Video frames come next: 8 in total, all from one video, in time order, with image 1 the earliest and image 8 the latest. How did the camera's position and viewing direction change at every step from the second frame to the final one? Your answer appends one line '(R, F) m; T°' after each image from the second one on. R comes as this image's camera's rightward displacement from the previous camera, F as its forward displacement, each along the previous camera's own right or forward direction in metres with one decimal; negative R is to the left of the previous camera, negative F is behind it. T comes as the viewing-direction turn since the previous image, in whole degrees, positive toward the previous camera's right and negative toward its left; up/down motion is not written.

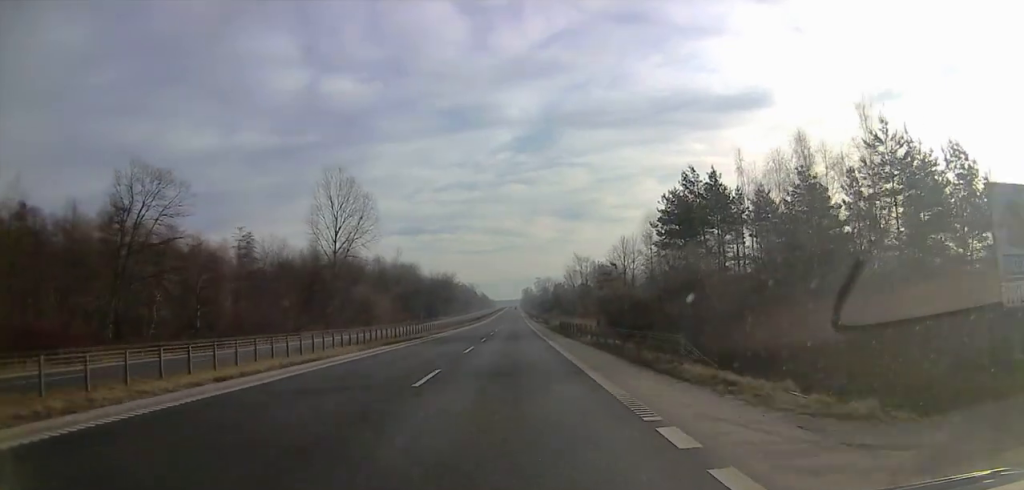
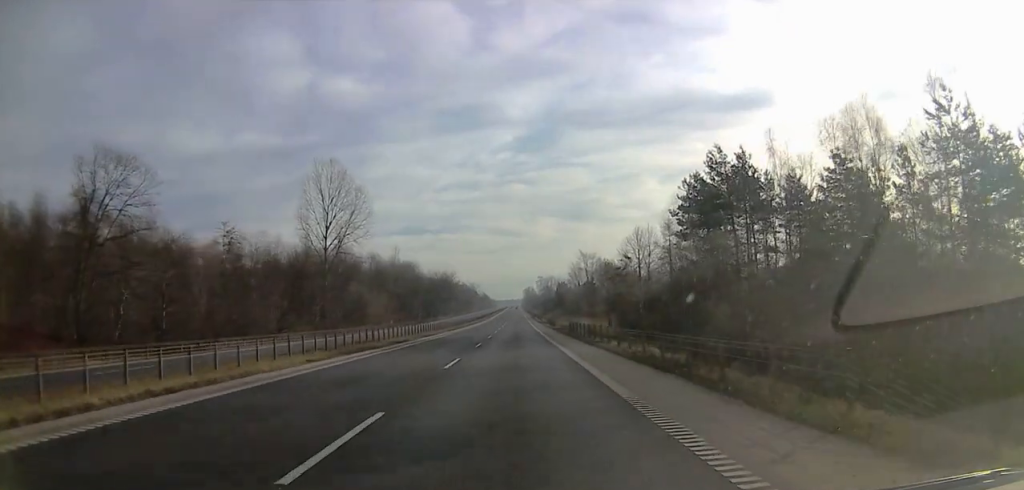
(0.0, +6.6) m; 0°
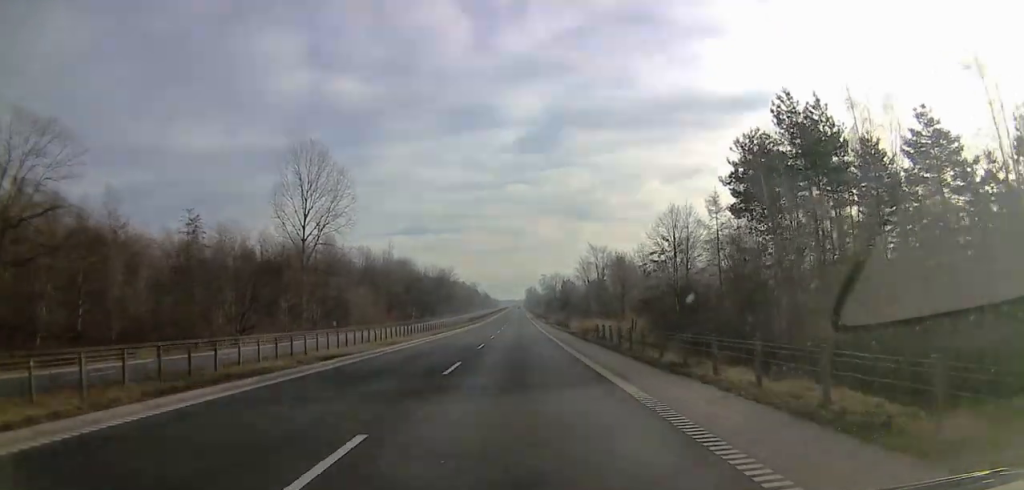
(0.0, +13.3) m; 0°
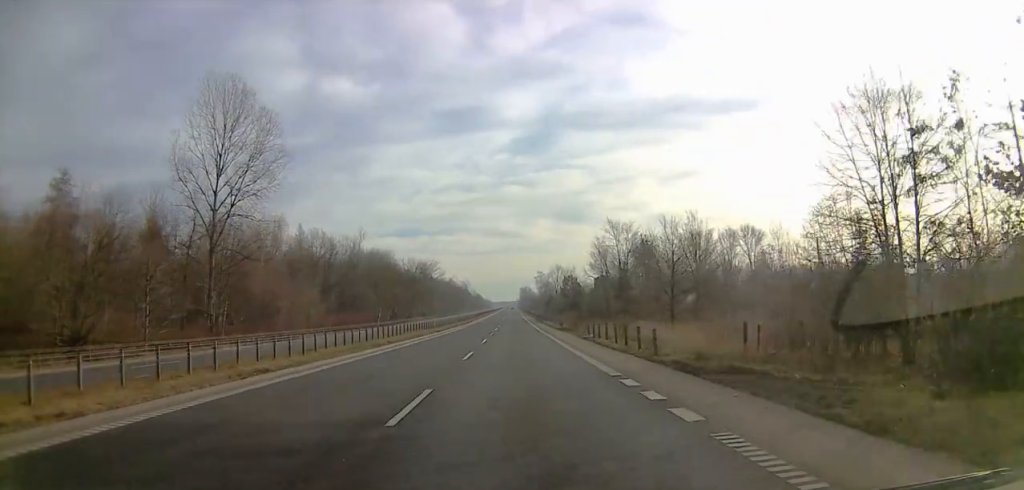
(0.0, +34.2) m; 0°
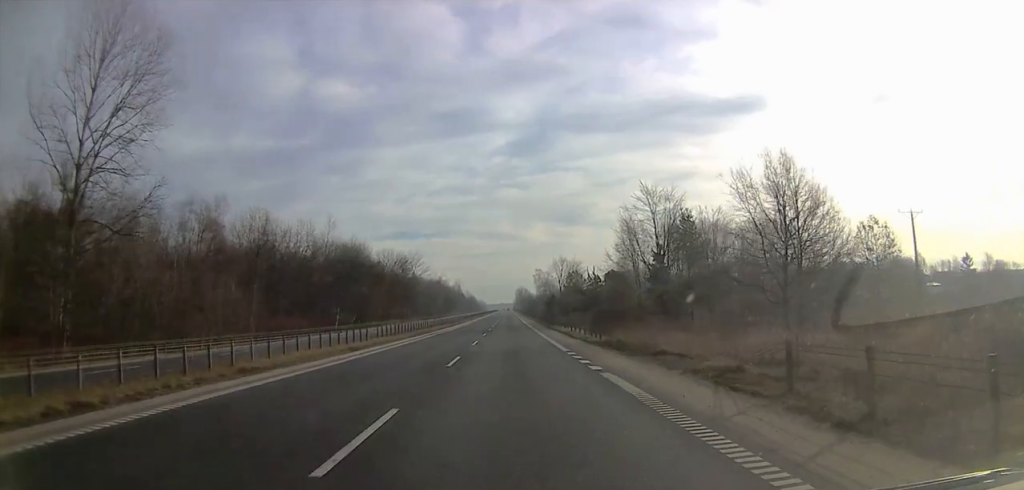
(0.0, +30.2) m; +1°
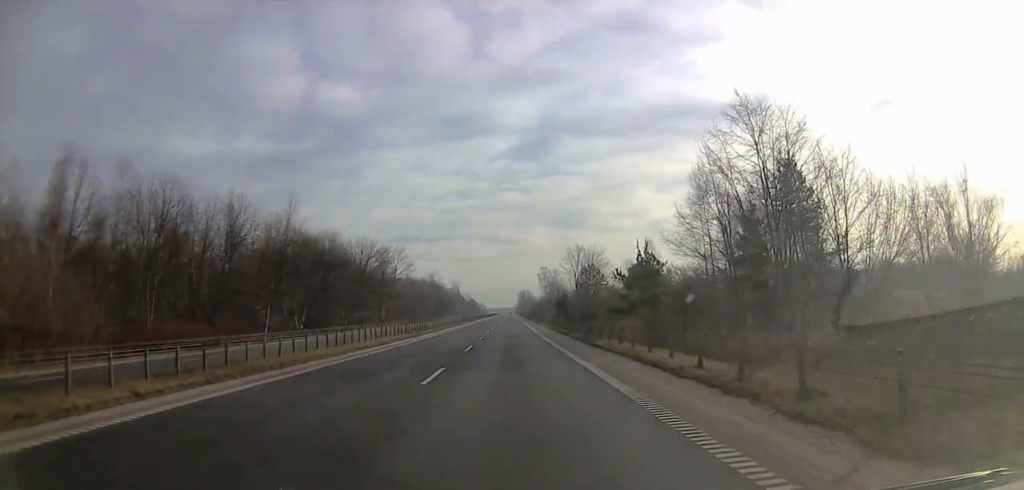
(+0.6, +32.3) m; 0°
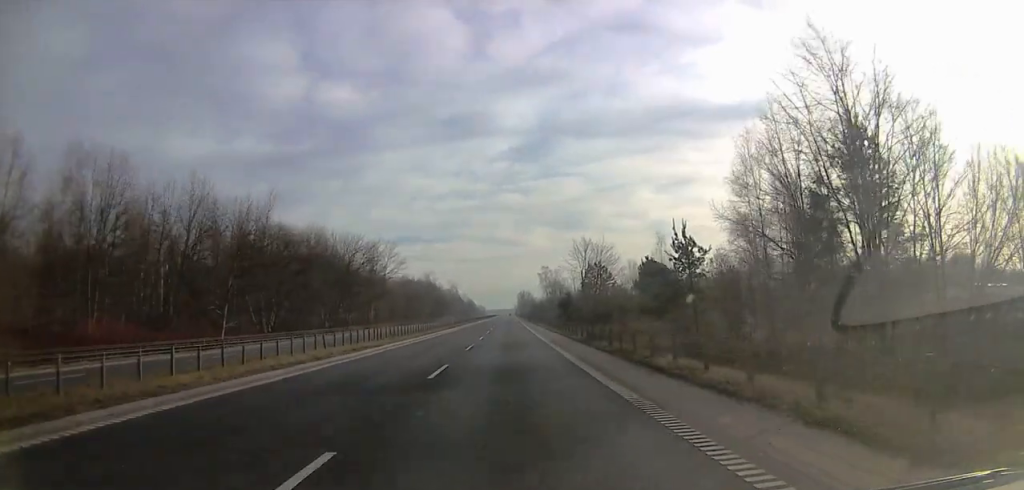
(-0.1, +12.5) m; -1°
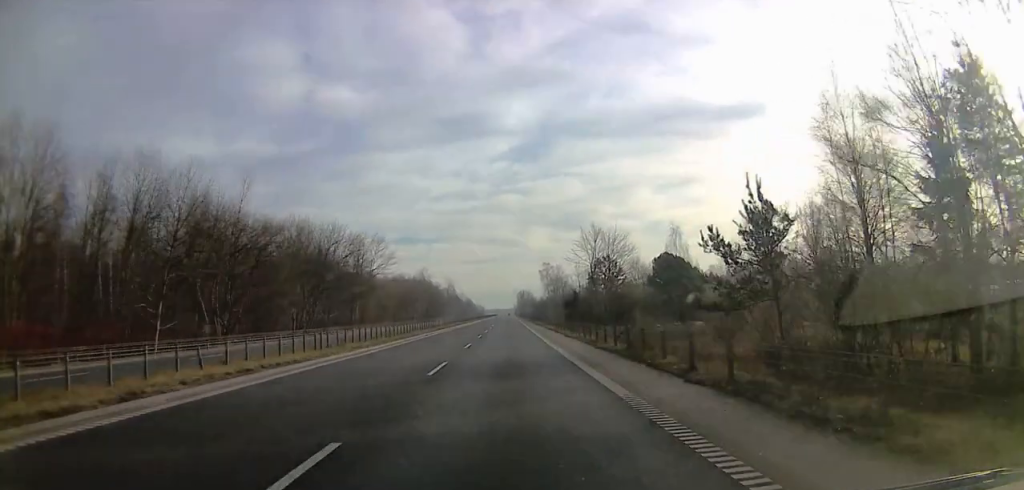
(-0.5, +13.5) m; 0°
